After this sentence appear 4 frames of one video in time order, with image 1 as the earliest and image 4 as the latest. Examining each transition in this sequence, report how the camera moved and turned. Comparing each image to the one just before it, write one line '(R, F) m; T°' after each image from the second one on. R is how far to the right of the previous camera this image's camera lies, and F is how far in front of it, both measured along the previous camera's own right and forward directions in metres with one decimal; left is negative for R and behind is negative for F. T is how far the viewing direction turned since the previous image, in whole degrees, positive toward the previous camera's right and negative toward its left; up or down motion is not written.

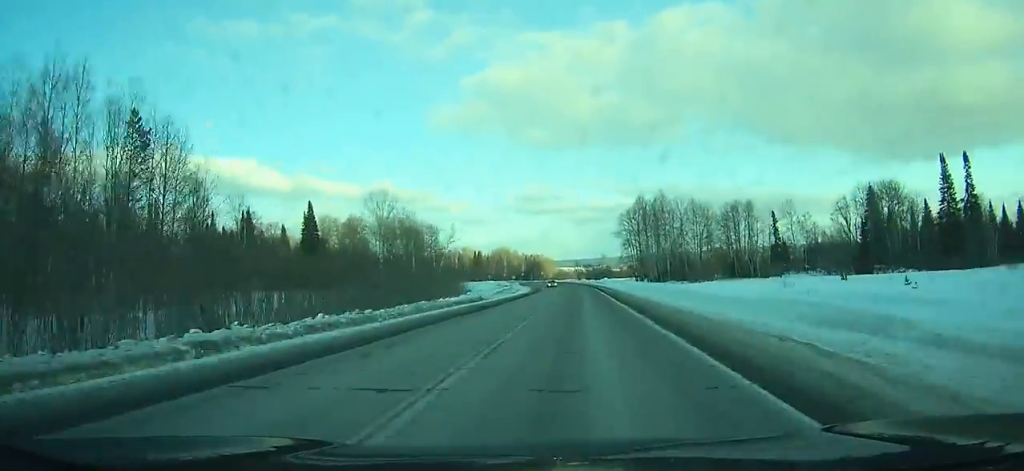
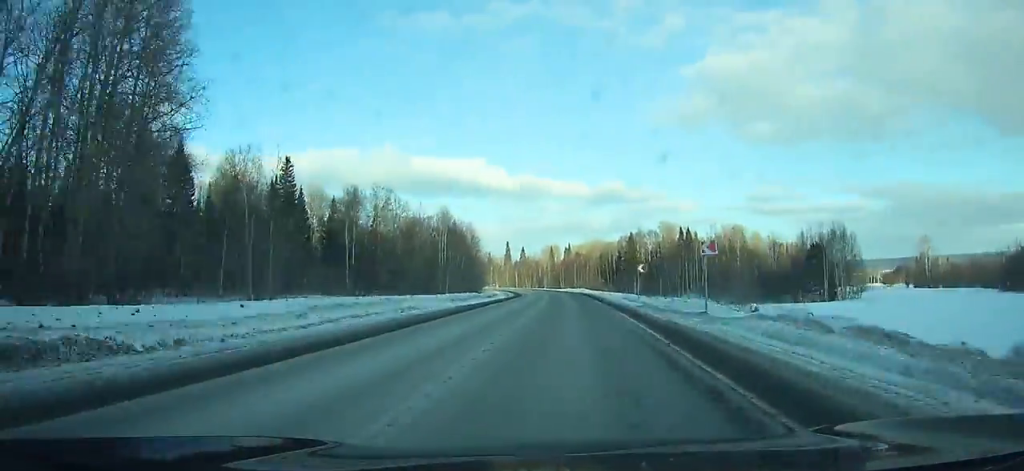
(-21.5, +182.6) m; -20°
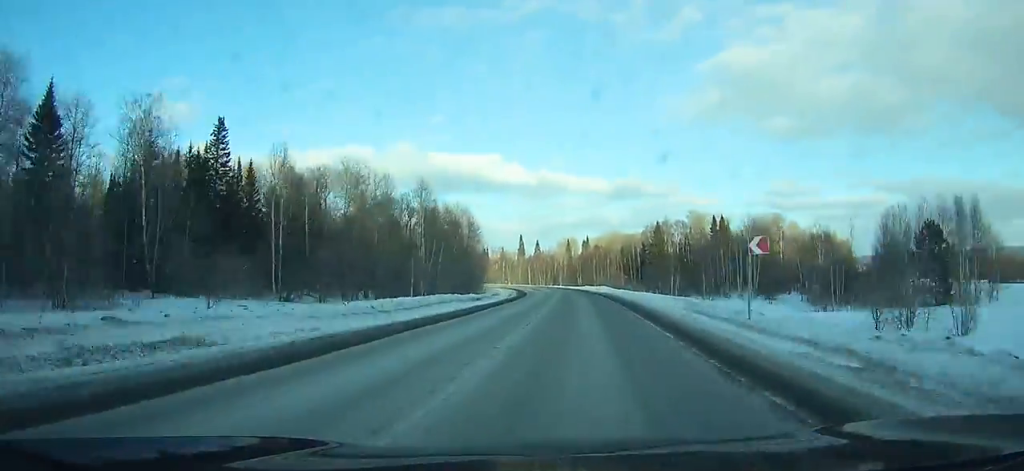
(-1.5, +24.3) m; -3°
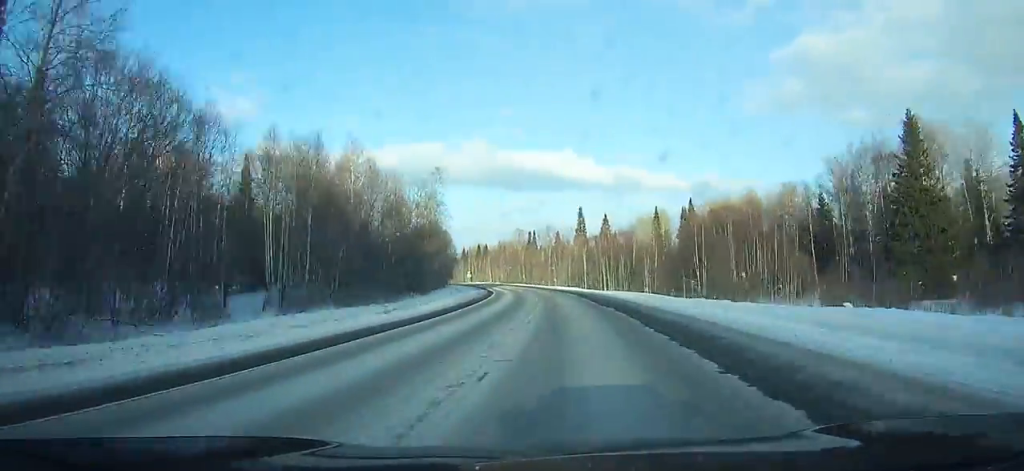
(-10.2, +109.9) m; -11°
